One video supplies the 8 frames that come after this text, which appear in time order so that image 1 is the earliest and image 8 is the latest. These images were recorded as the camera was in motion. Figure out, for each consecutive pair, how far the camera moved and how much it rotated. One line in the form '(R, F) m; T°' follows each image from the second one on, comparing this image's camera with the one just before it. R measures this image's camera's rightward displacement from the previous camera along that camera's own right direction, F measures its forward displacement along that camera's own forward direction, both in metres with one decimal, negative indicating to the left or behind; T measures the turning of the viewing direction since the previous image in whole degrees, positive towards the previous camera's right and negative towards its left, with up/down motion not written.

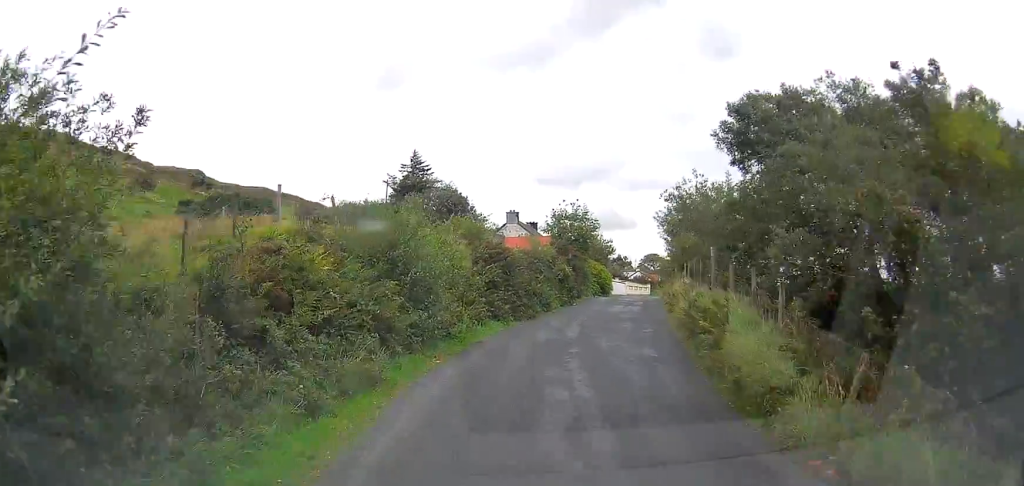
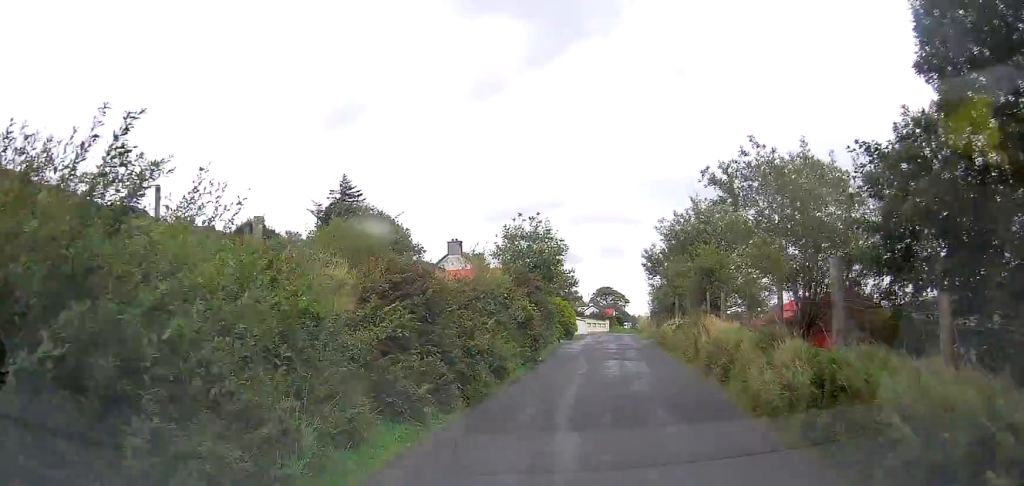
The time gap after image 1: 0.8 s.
(+0.1, +8.8) m; +3°
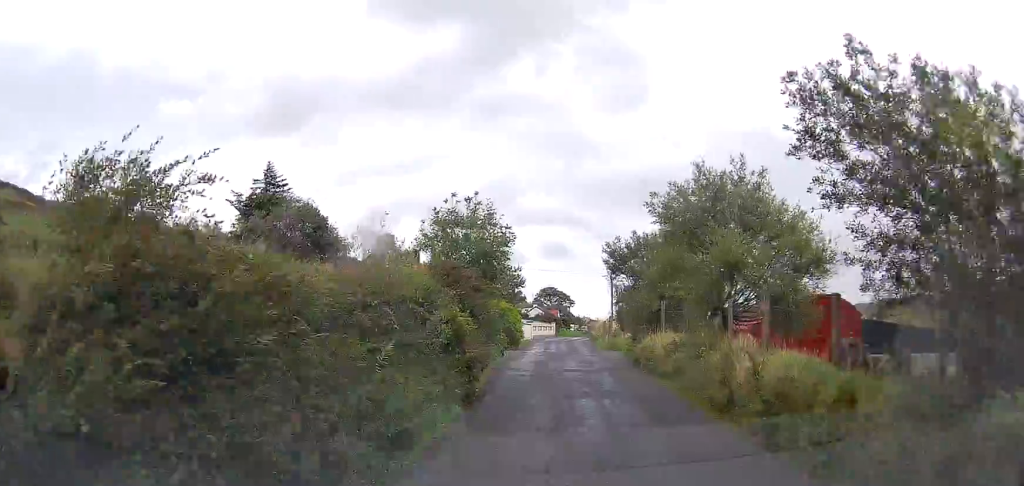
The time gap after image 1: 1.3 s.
(0.0, +5.8) m; +3°
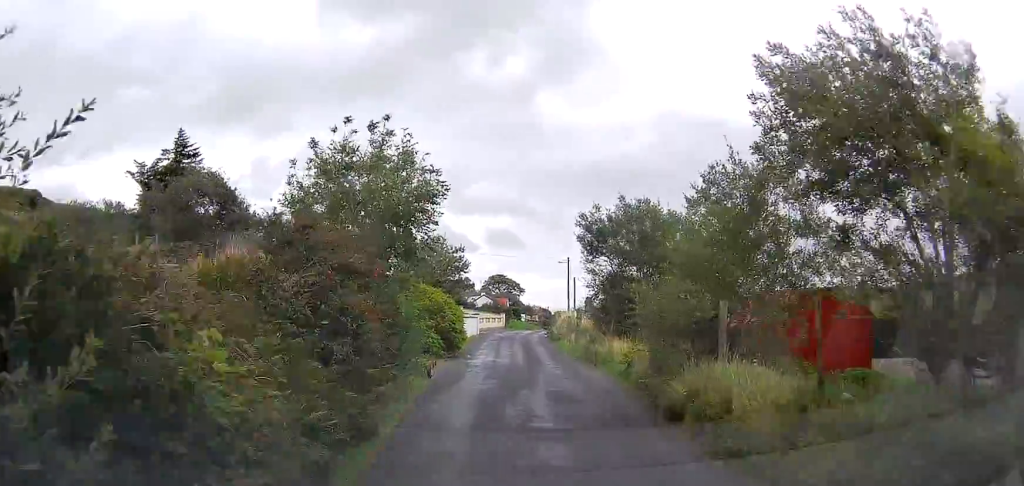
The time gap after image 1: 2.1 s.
(+0.4, +8.2) m; +4°
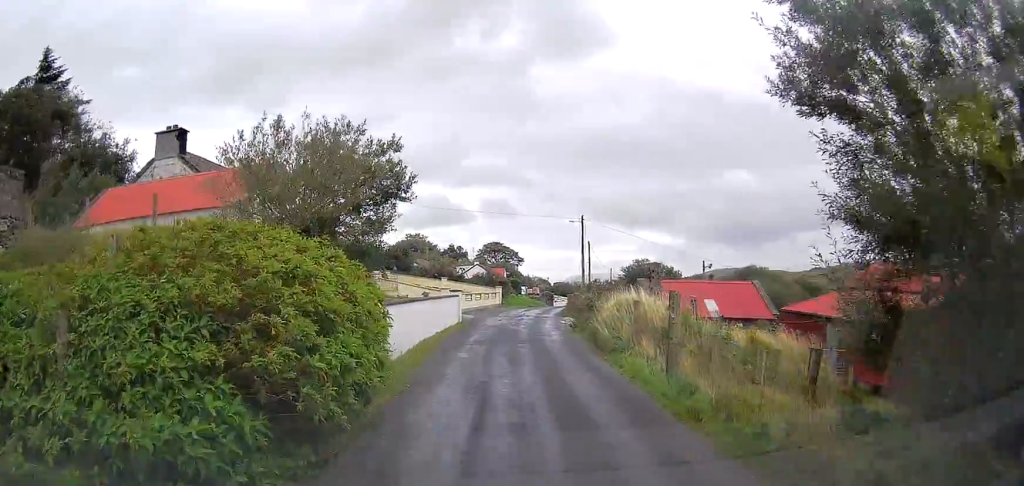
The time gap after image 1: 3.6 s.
(+0.8, +16.6) m; +2°
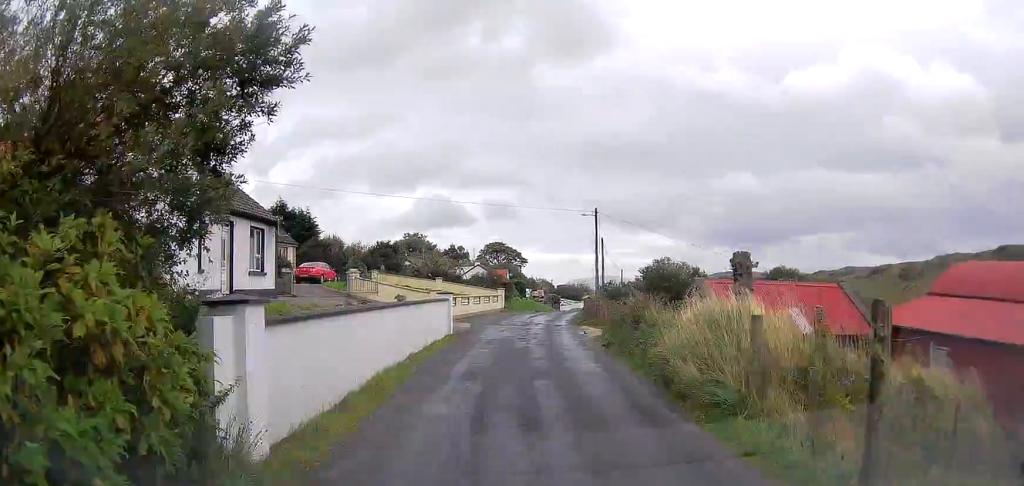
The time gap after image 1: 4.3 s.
(-0.1, +7.0) m; -1°
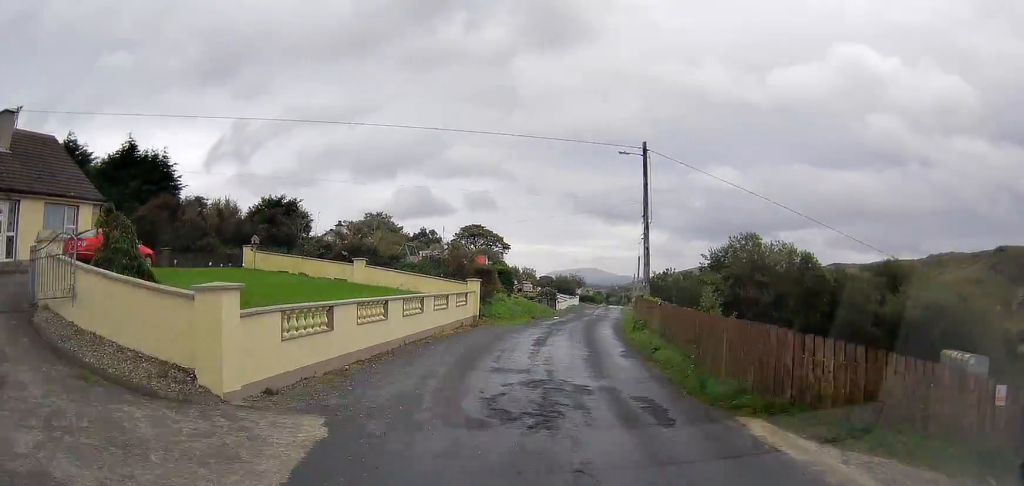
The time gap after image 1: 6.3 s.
(+0.2, +23.0) m; +2°
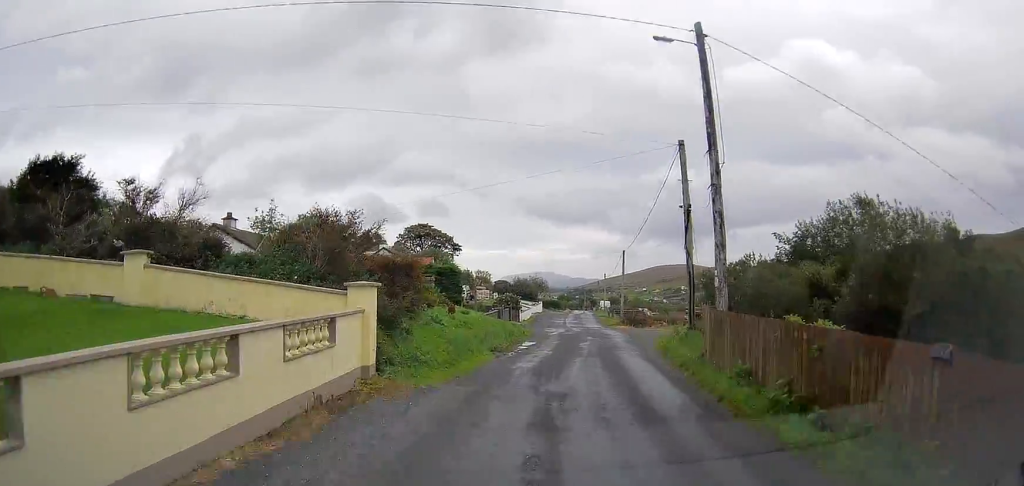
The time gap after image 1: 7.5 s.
(+0.4, +14.8) m; +4°
